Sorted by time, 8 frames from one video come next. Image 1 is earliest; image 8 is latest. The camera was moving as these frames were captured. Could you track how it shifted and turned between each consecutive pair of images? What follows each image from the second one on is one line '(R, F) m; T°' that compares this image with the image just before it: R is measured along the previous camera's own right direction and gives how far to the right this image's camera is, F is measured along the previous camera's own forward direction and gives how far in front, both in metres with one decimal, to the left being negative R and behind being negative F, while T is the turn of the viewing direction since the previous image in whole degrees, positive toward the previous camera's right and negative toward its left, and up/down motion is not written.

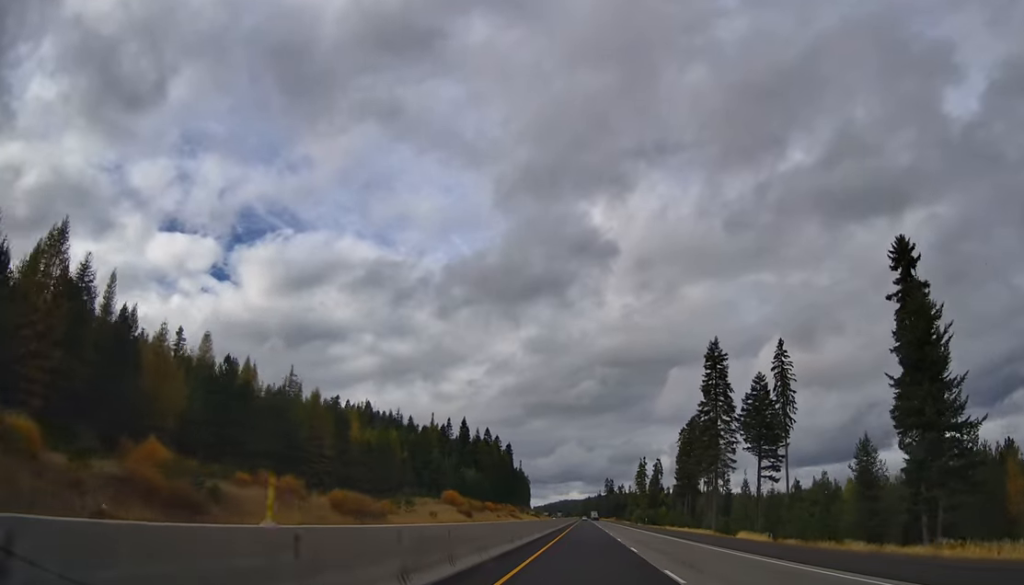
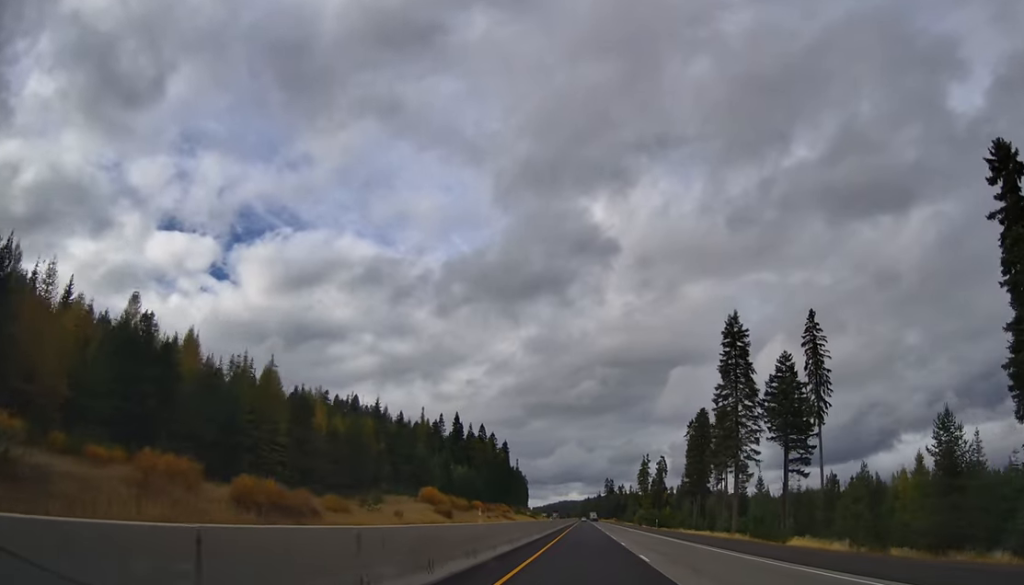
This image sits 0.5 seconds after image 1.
(+0.3, +17.1) m; 0°
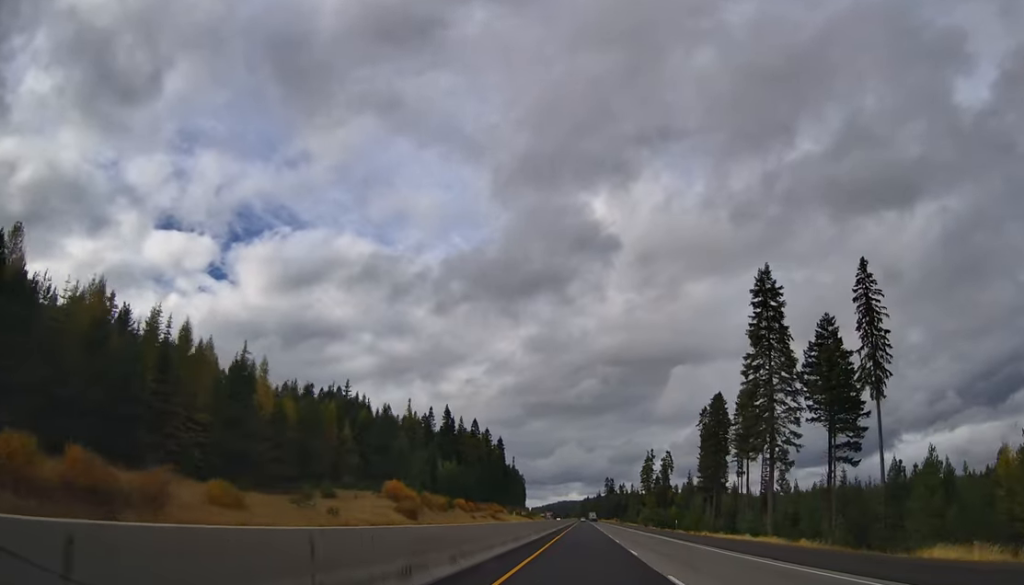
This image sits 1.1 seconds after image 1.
(-0.4, +20.5) m; 0°
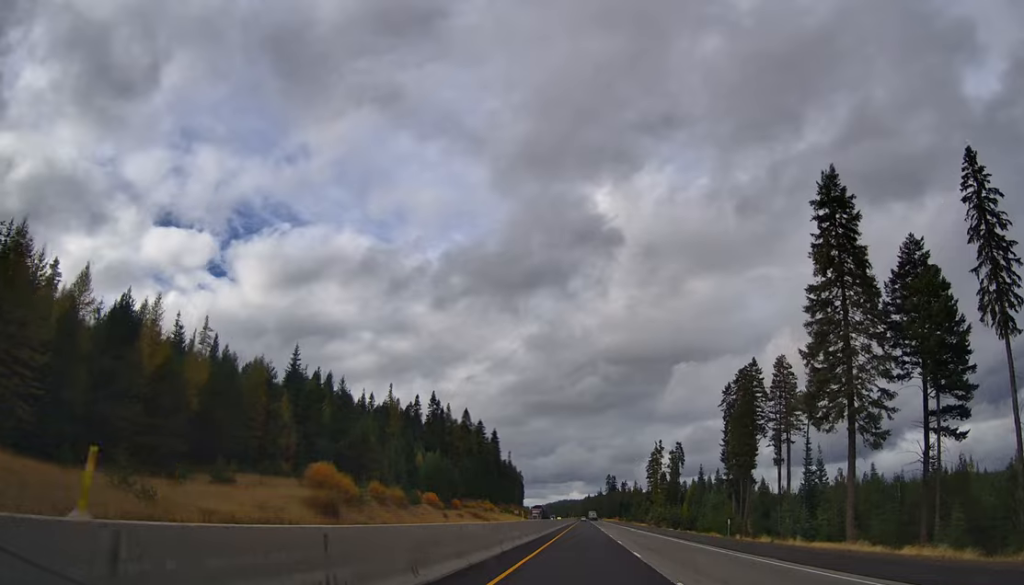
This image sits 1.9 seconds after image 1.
(-0.1, +26.2) m; 0°
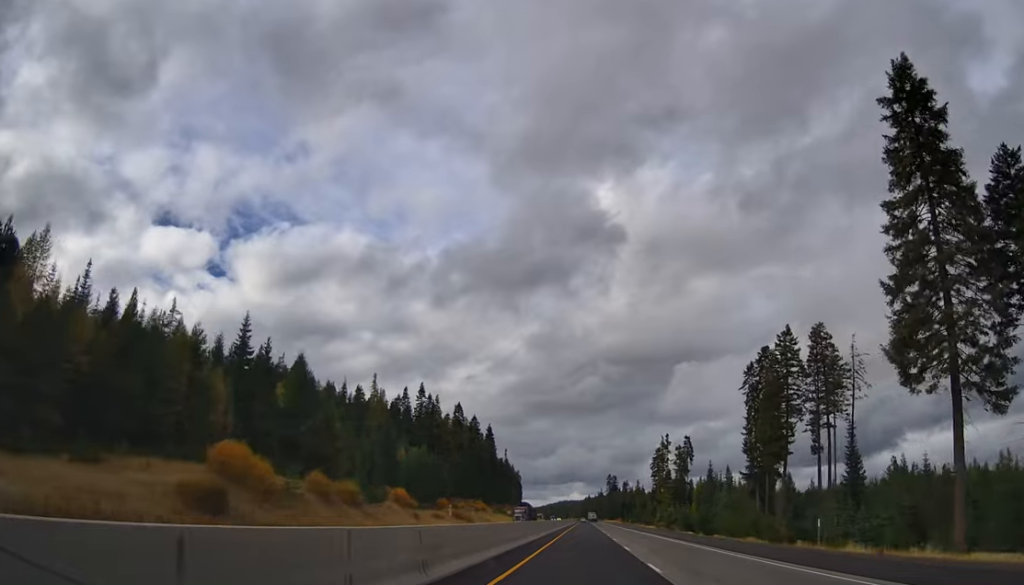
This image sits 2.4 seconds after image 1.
(+0.1, +18.2) m; 0°
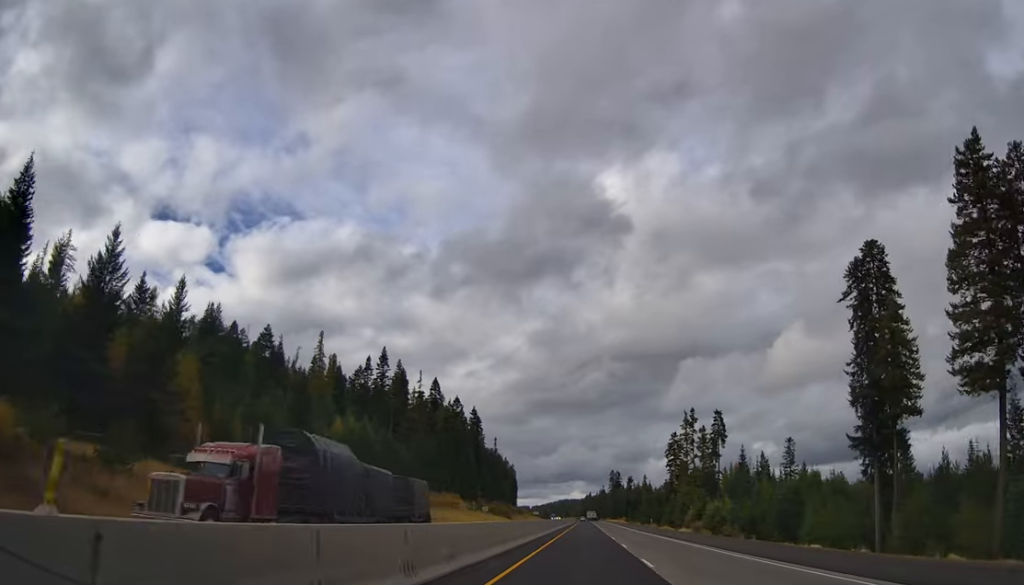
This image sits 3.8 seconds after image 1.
(-0.1, +46.9) m; 0°
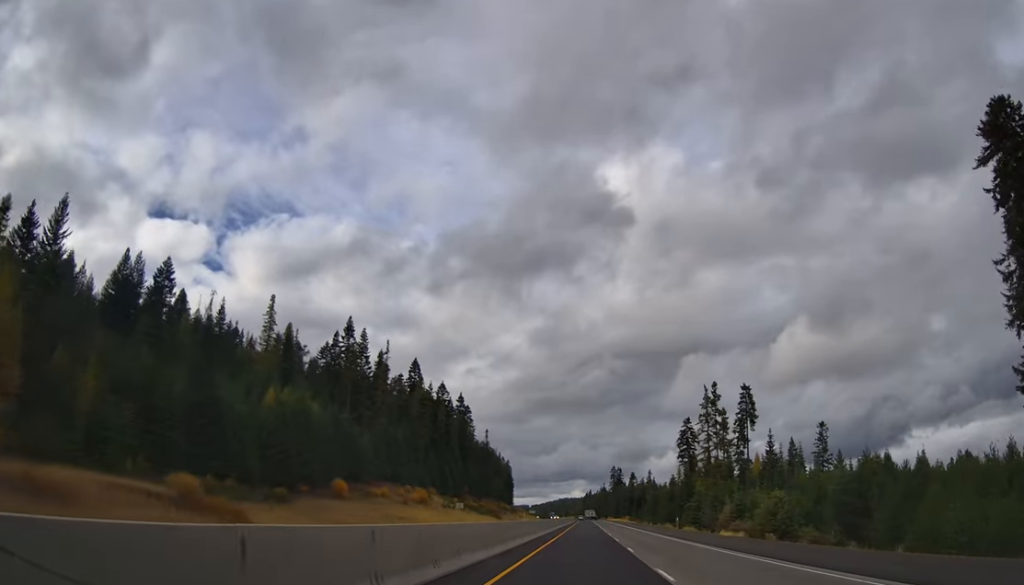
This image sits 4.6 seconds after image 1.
(0.0, +28.6) m; 0°
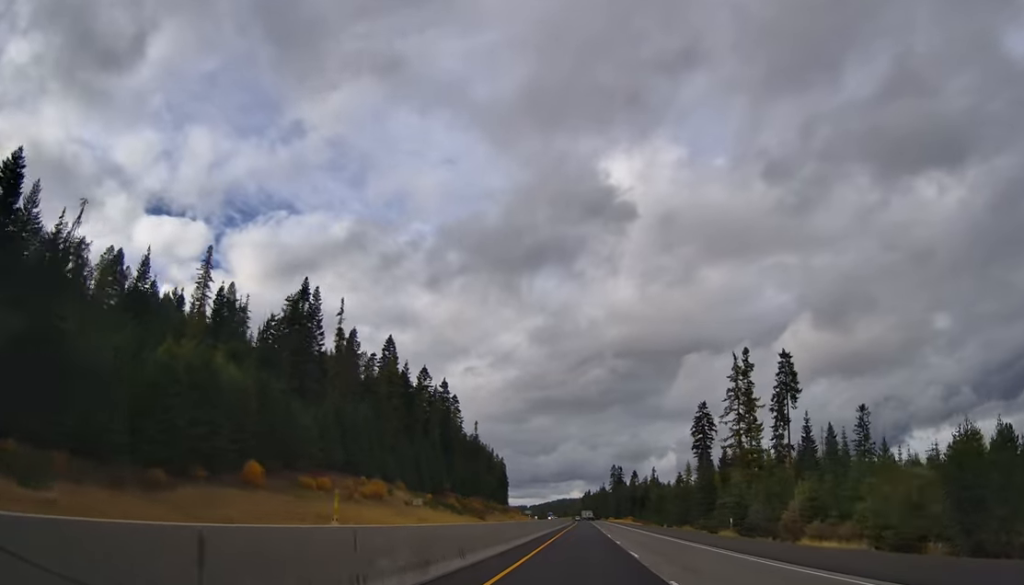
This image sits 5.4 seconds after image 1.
(+0.1, +27.4) m; 0°
